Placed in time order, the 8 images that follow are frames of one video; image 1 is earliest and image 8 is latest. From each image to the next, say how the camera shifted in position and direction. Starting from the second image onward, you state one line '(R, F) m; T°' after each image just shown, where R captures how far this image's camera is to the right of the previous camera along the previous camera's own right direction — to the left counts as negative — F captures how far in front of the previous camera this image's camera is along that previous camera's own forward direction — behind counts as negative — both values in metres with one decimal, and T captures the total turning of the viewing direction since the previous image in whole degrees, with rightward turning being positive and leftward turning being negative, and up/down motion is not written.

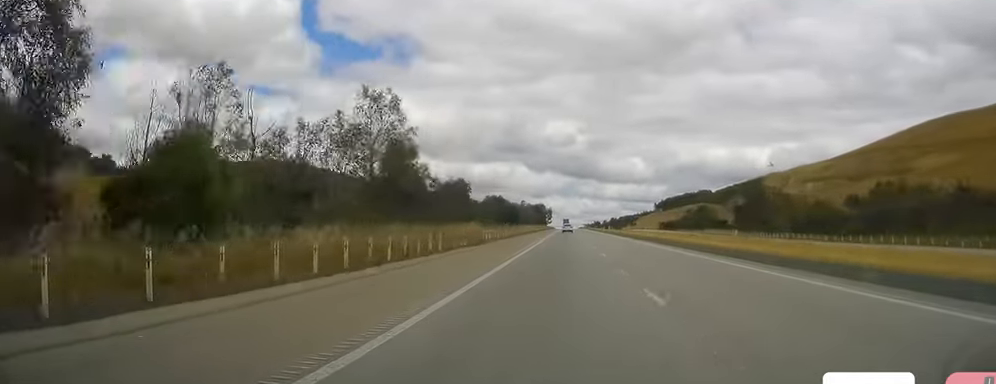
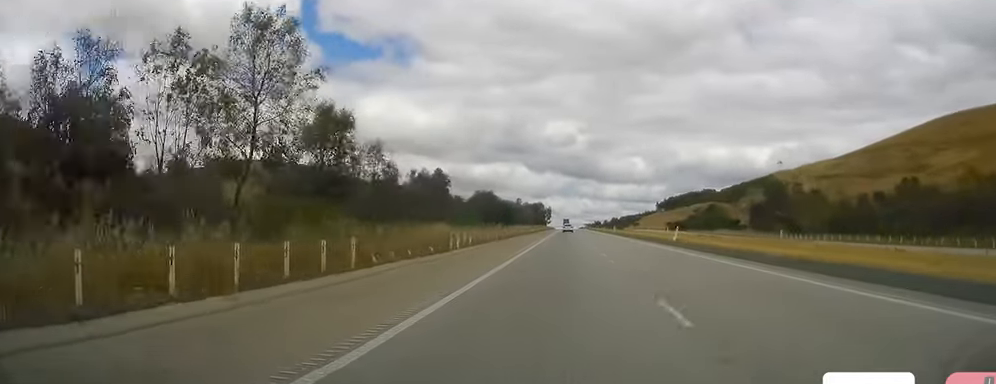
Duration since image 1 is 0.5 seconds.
(0.0, +14.3) m; 0°
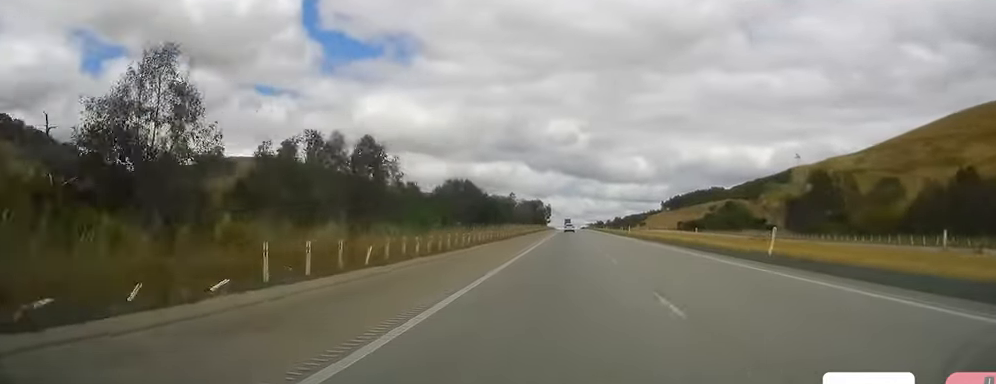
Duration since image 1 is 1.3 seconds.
(0.0, +24.0) m; 0°
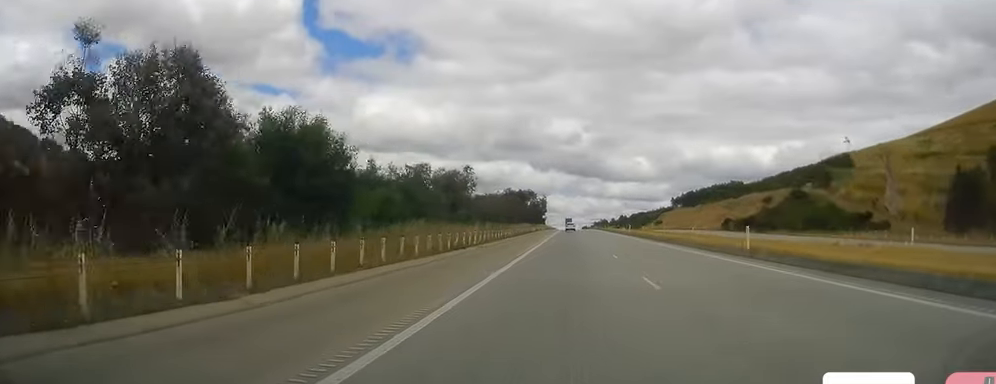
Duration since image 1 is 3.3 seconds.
(+0.3, +56.9) m; 0°
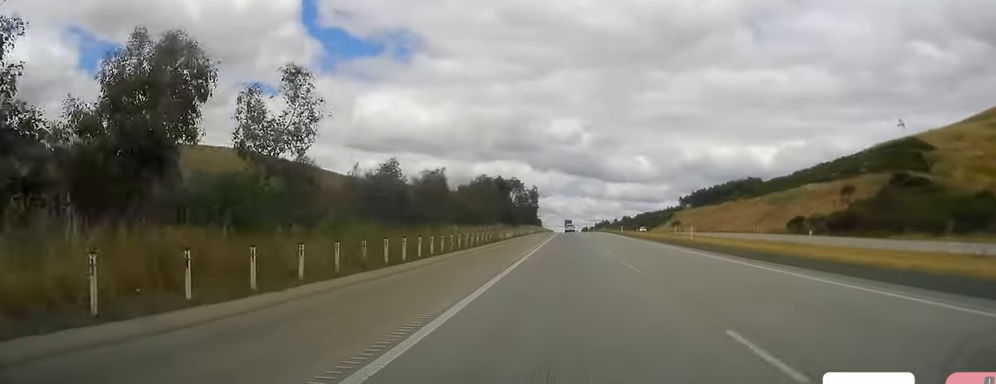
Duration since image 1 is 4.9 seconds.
(-0.2, +45.2) m; 0°
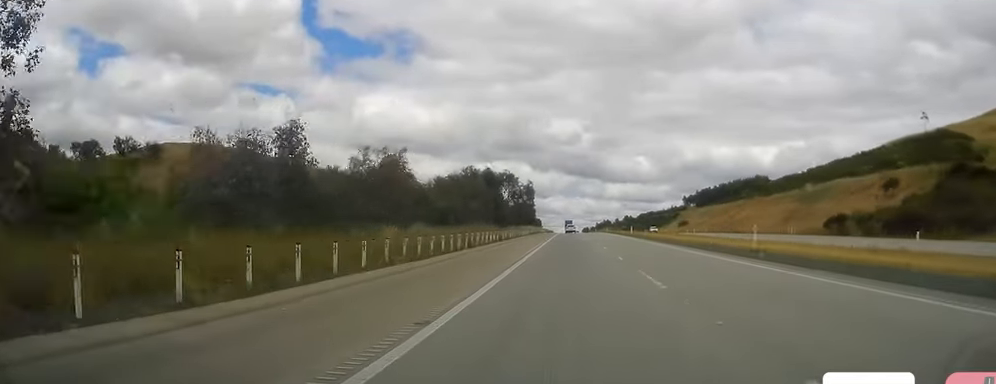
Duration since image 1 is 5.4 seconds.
(0.0, +15.3) m; 0°
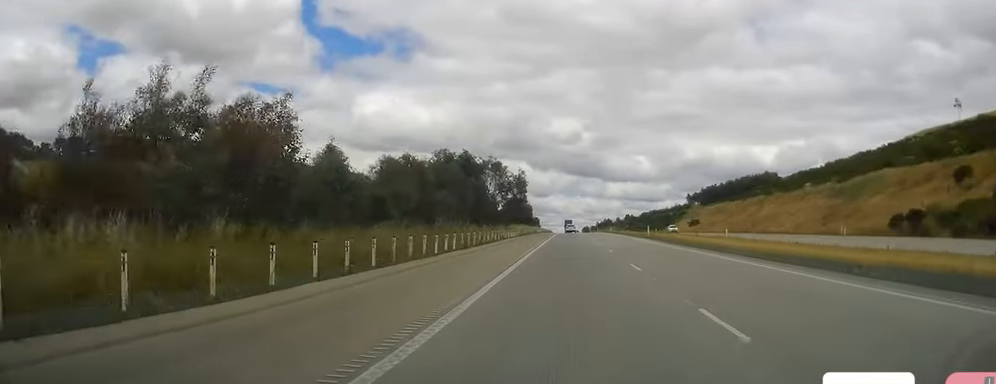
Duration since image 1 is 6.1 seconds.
(0.0, +19.1) m; 0°
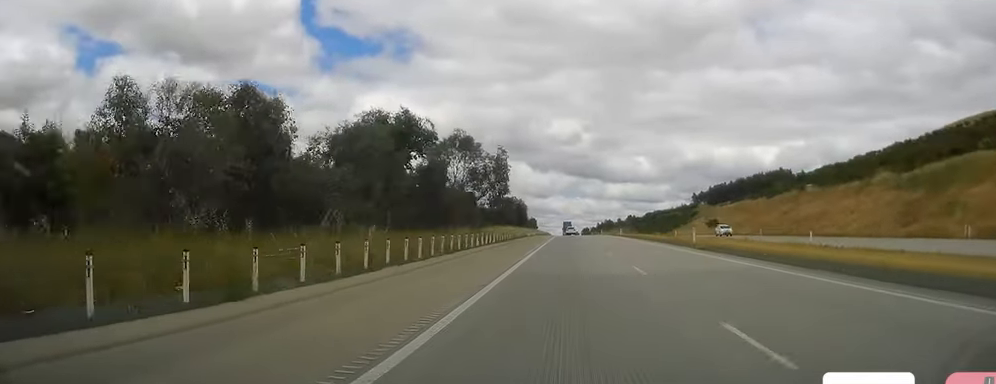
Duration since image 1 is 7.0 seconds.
(-0.1, +25.7) m; 0°
